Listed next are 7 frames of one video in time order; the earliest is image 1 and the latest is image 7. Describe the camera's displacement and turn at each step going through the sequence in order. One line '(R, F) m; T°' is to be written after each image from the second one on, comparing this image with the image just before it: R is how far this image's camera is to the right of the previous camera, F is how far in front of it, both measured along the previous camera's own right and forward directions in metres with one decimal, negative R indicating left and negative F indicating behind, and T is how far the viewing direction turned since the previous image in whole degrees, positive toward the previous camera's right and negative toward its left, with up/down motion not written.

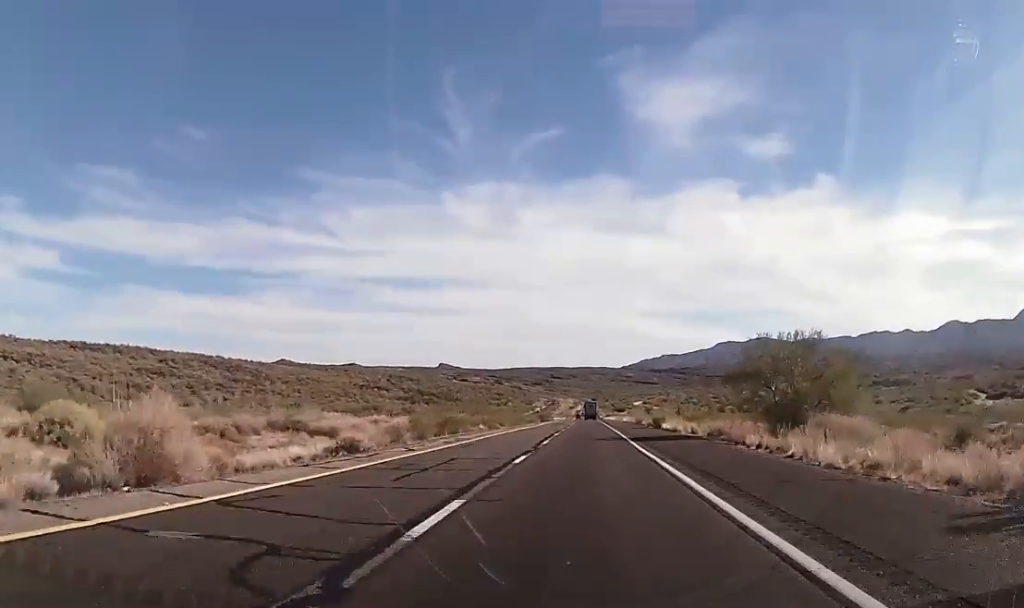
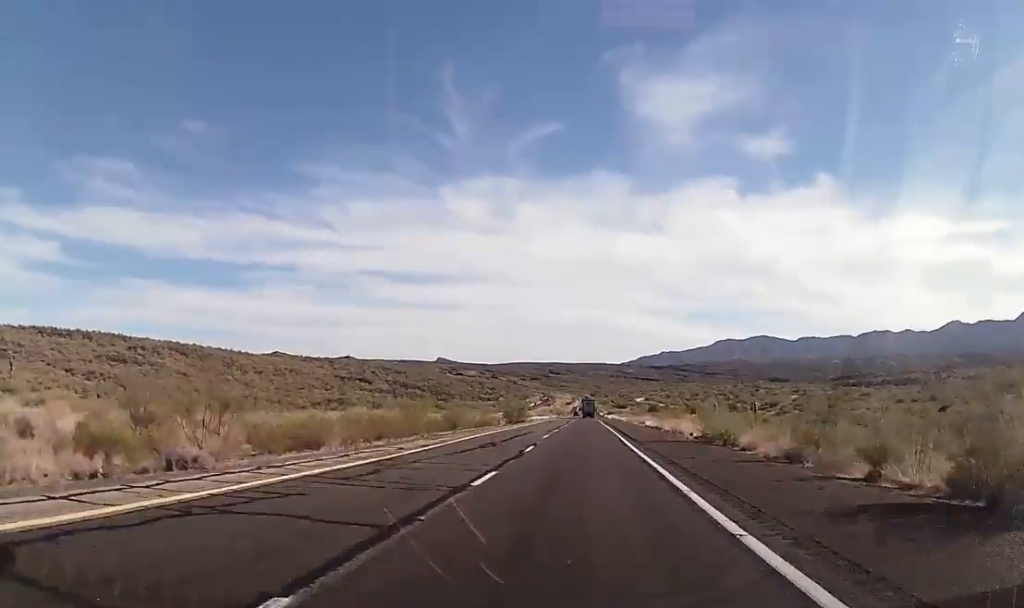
(-0.4, +54.9) m; 0°
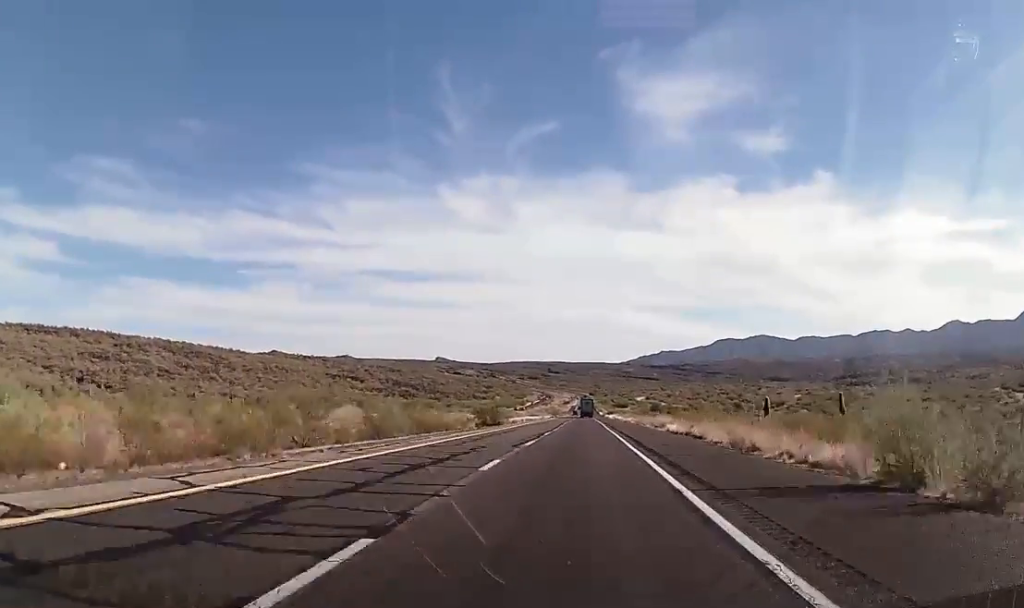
(+0.2, +21.9) m; 0°
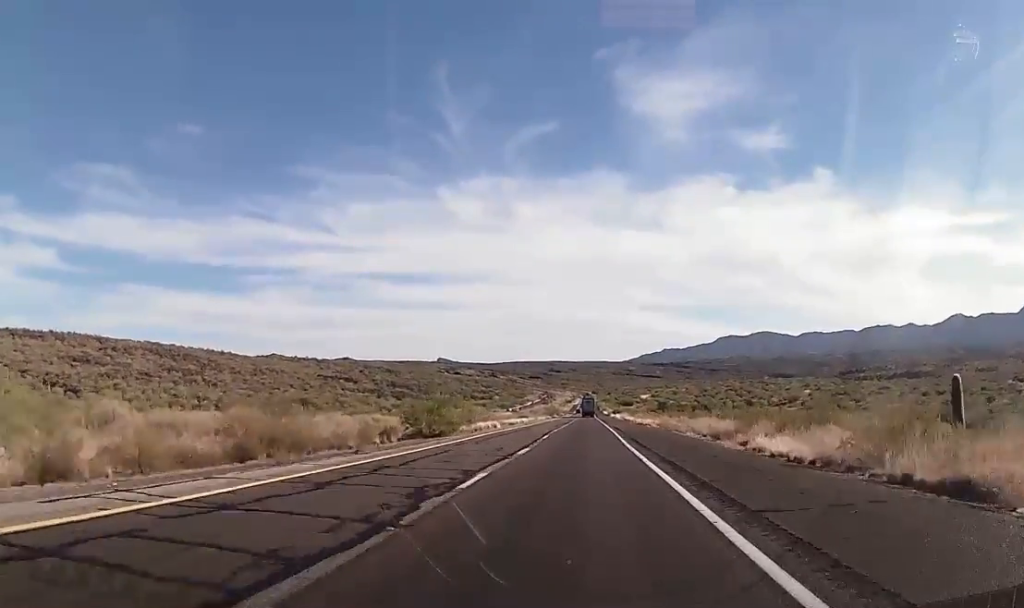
(+0.1, +27.1) m; 0°
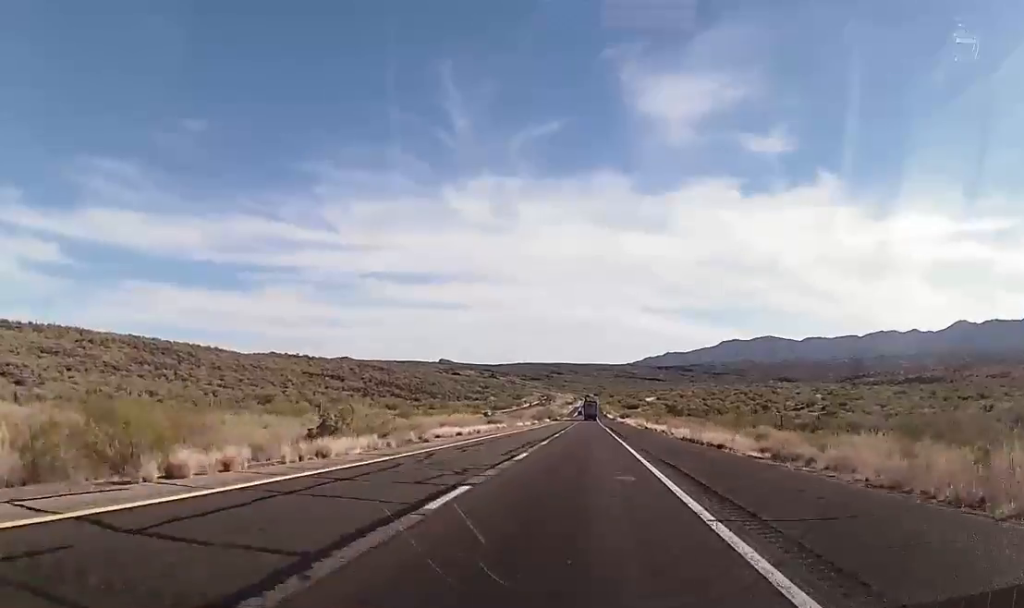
(+0.1, +38.9) m; 0°
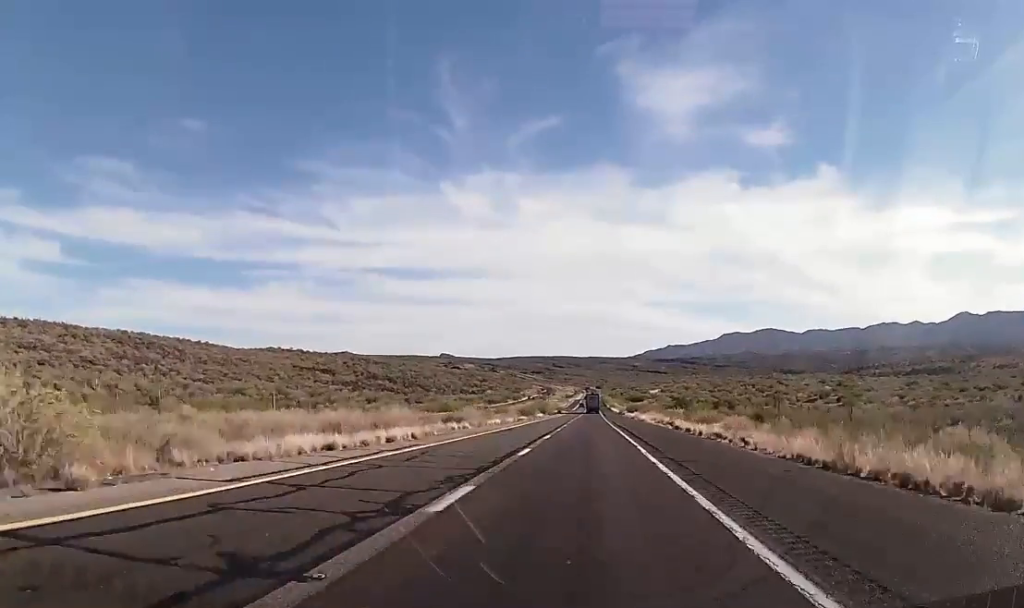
(0.0, +24.9) m; 0°
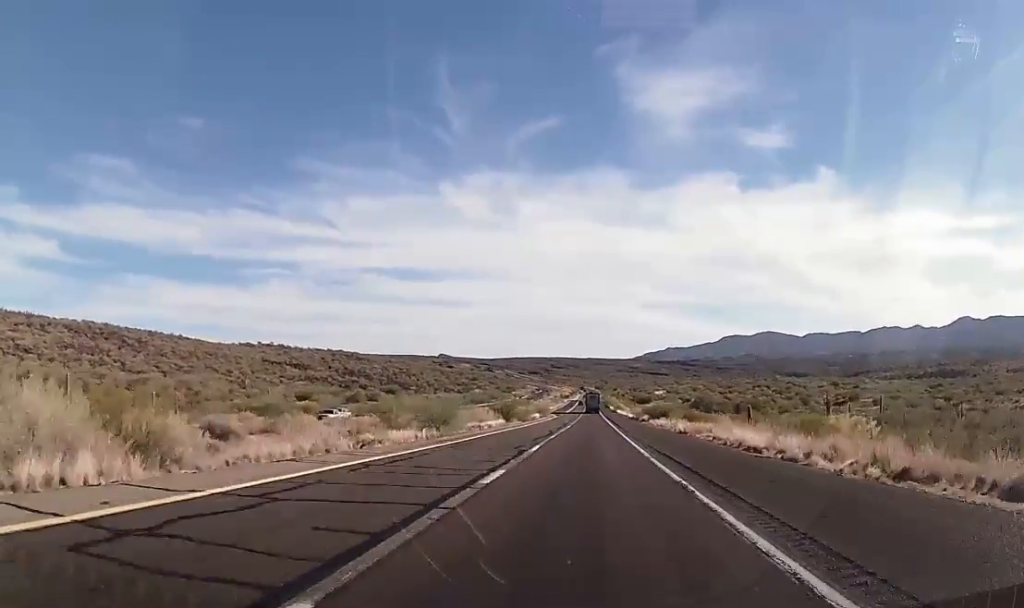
(-0.5, +56.9) m; -1°
